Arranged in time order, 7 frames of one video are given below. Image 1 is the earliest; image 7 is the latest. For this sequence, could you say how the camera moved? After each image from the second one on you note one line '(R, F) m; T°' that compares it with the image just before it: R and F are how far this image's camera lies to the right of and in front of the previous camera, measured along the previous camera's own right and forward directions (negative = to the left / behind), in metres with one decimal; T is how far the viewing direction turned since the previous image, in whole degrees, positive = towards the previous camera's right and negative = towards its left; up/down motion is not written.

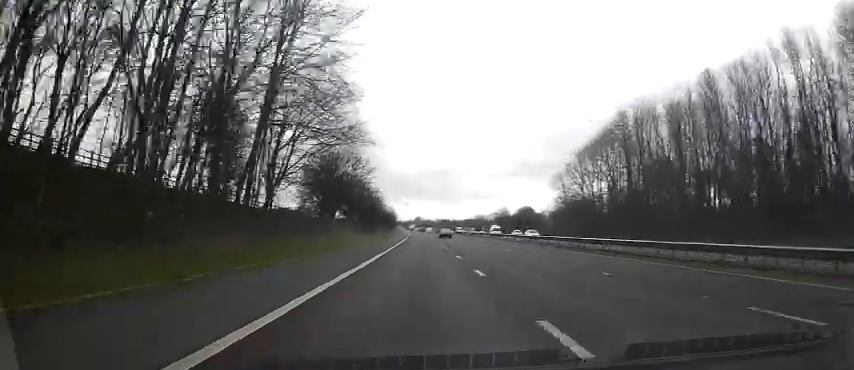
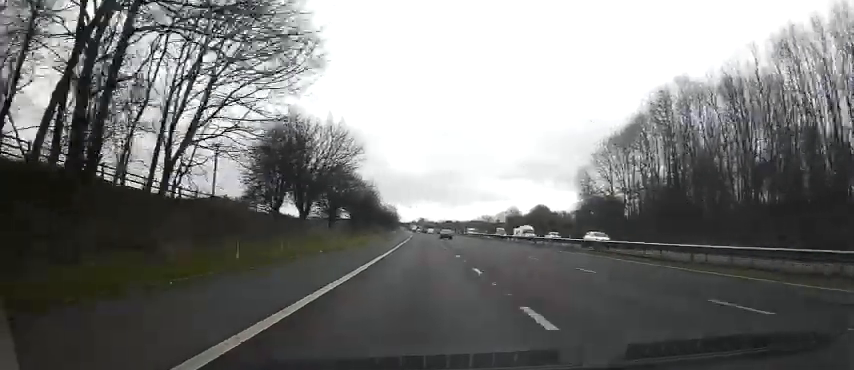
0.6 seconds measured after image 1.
(-0.2, +16.9) m; -1°
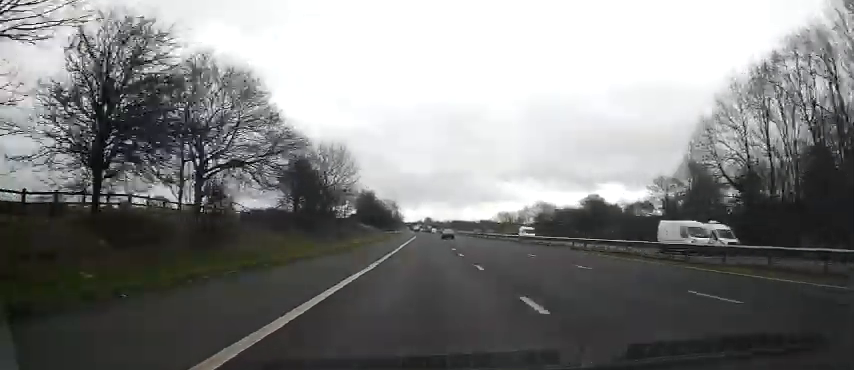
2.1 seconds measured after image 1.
(-0.5, +43.9) m; -1°
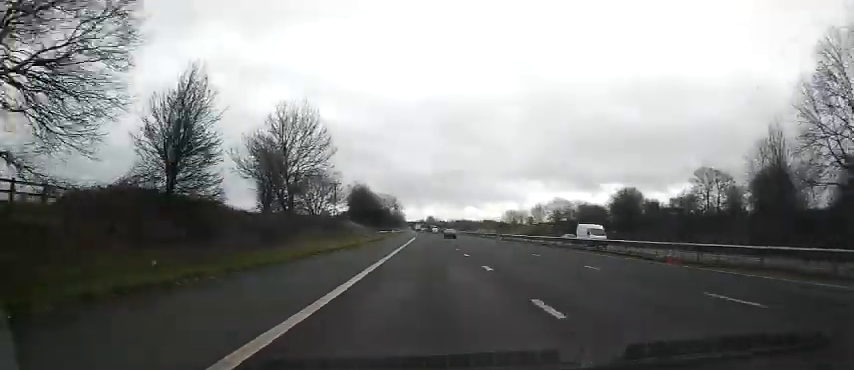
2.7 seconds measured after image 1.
(-0.3, +18.3) m; 0°
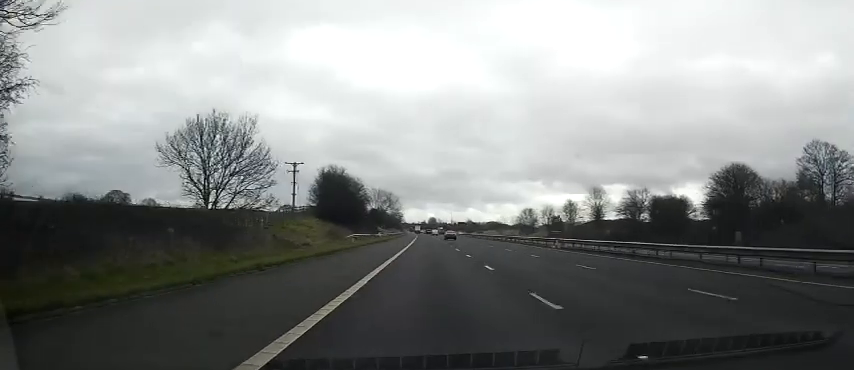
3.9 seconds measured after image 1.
(+0.5, +35.5) m; +1°
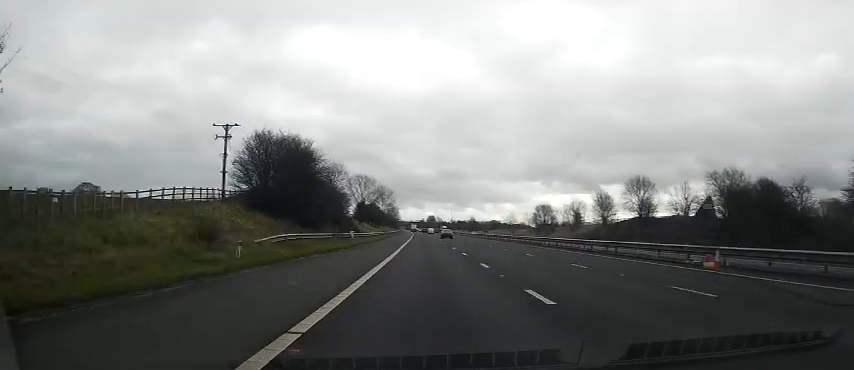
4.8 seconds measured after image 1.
(0.0, +25.9) m; 0°
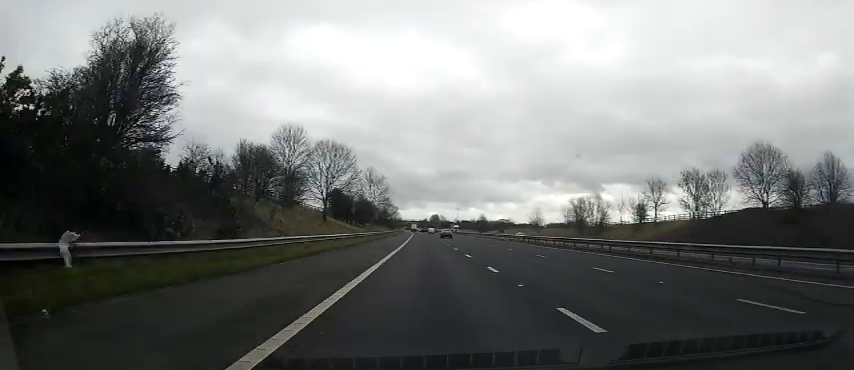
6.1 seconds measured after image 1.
(-0.3, +39.4) m; -1°
